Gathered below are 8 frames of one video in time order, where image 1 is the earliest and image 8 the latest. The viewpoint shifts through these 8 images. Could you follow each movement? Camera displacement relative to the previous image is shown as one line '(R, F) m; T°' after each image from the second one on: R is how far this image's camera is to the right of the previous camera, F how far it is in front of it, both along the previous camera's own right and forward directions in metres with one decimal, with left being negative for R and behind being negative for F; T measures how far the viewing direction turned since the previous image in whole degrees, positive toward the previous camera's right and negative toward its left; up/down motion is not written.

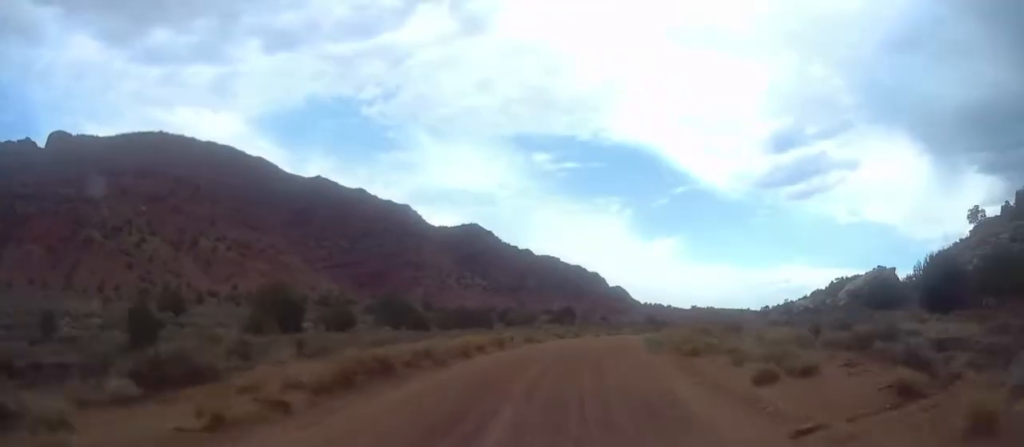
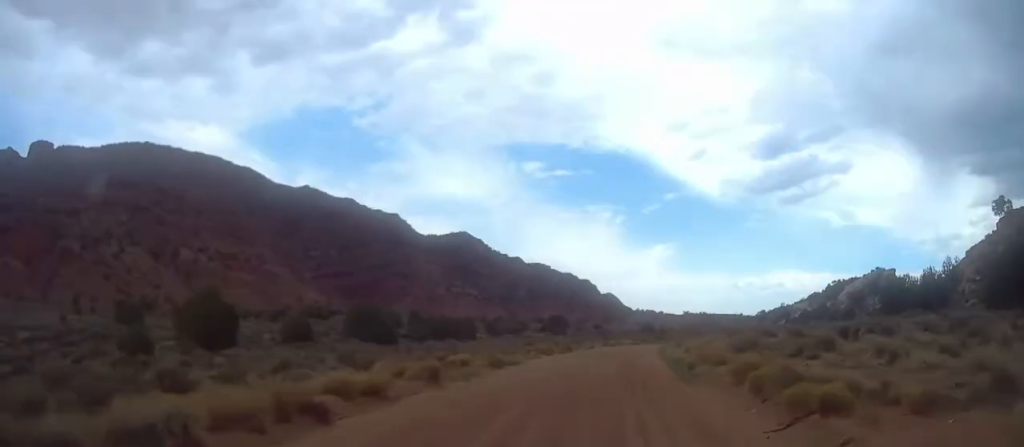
(+0.1, +14.0) m; +2°
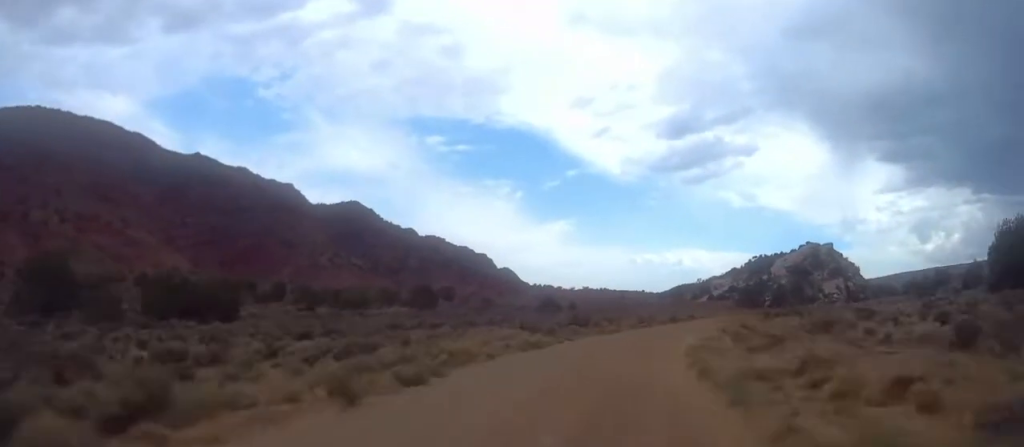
(+5.5, +55.6) m; +13°
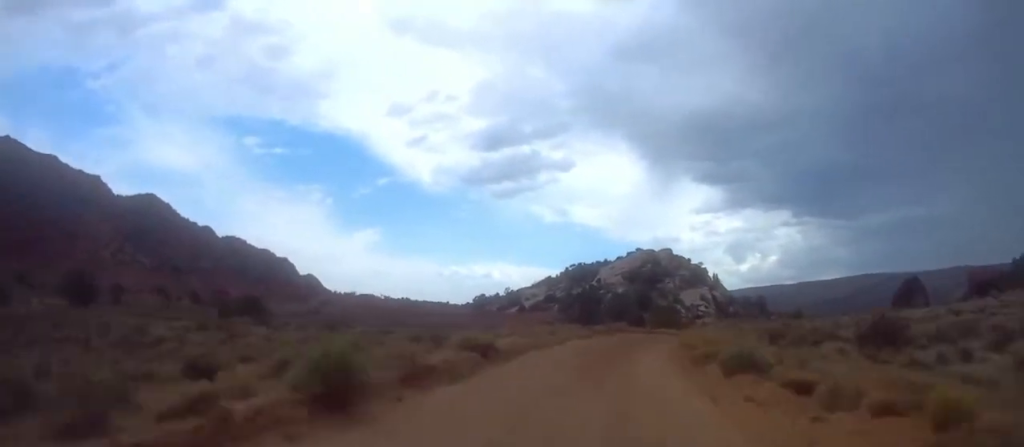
(+8.4, +62.6) m; +14°
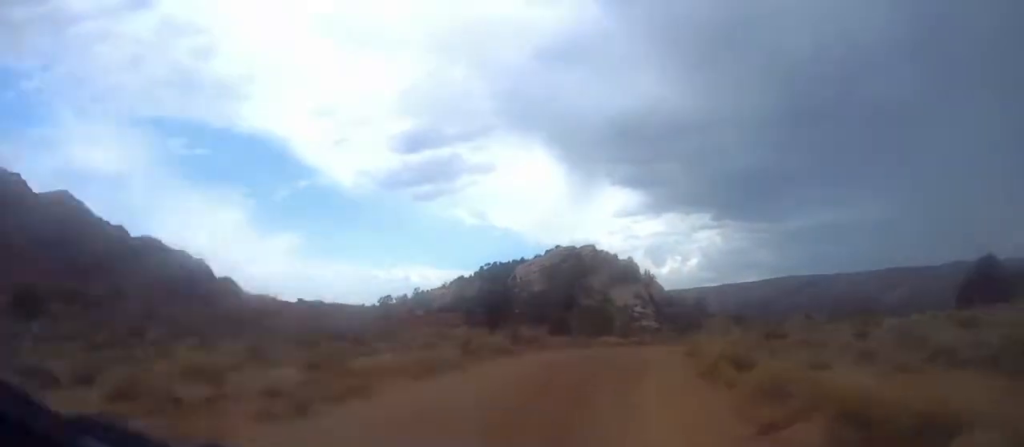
(+2.0, +28.8) m; +6°
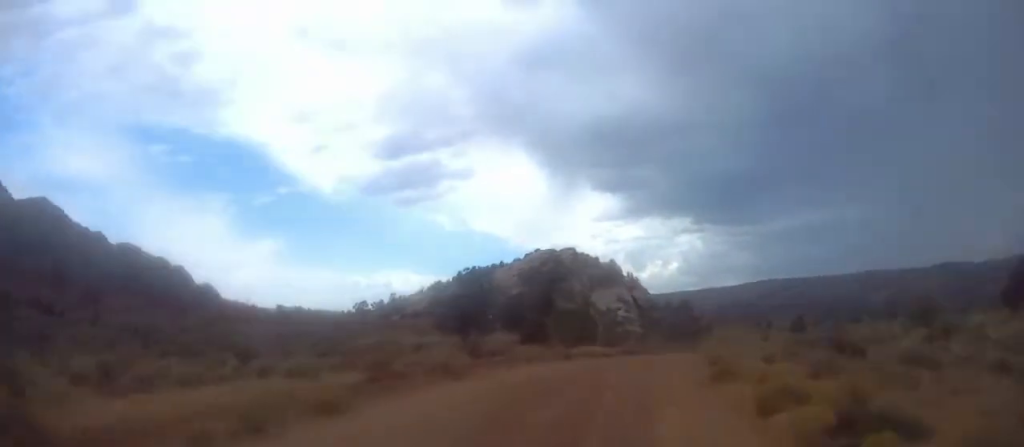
(0.0, +9.0) m; +3°
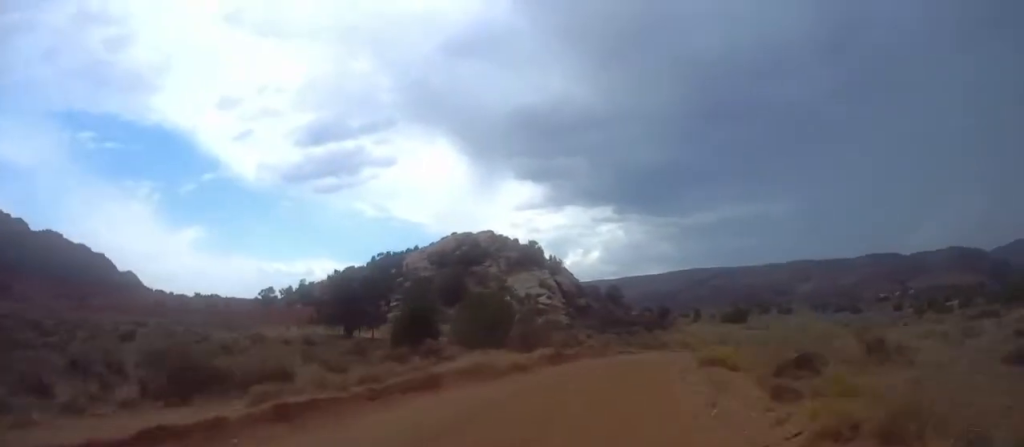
(+0.9, +19.7) m; +7°
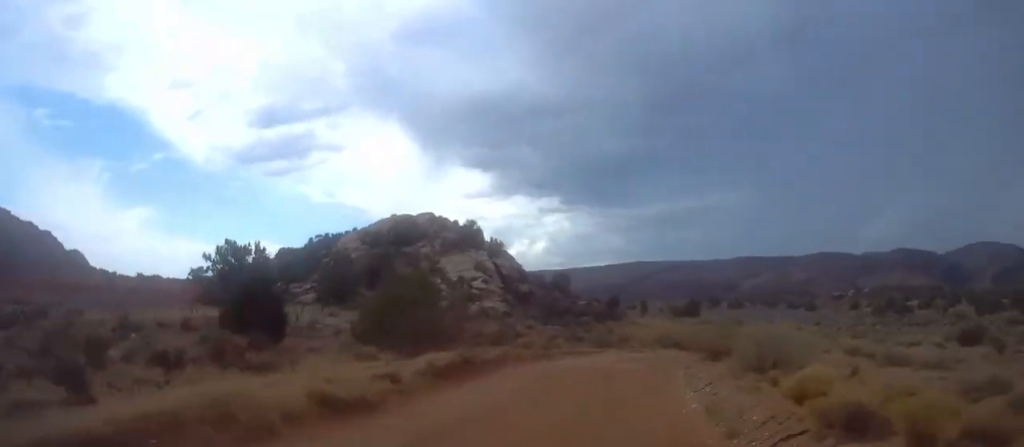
(+0.9, +13.0) m; +5°
